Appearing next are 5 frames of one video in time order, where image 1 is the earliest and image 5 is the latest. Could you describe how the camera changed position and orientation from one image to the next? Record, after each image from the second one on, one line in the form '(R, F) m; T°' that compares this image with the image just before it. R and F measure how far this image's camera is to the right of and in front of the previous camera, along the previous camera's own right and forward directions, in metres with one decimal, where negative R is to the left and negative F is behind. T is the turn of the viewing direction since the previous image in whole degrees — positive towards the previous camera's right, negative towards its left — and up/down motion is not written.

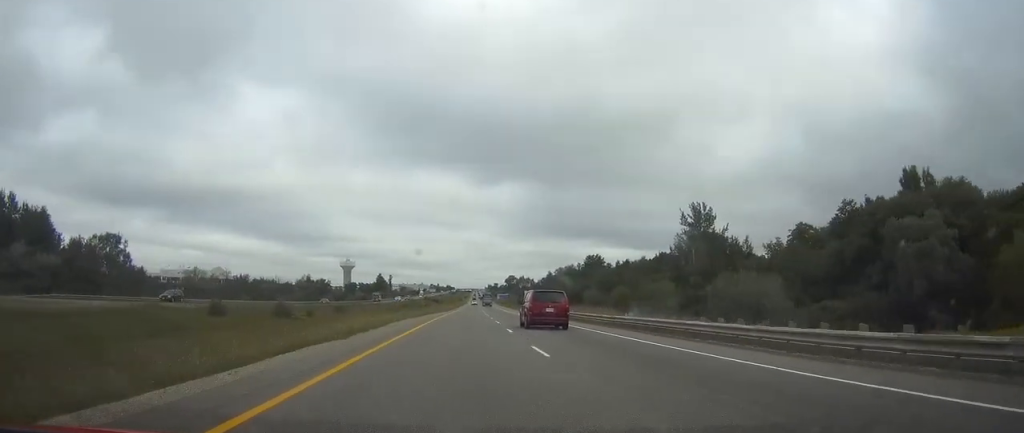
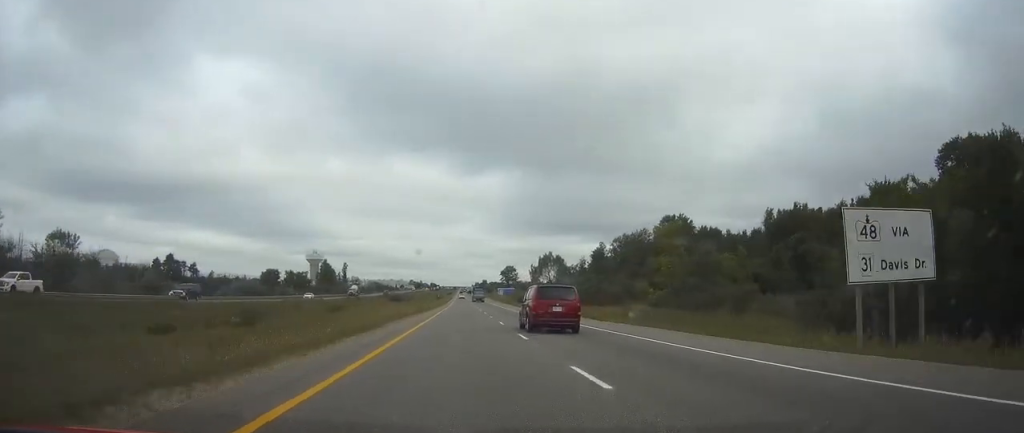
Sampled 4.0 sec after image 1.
(+0.7, +136.7) m; +1°
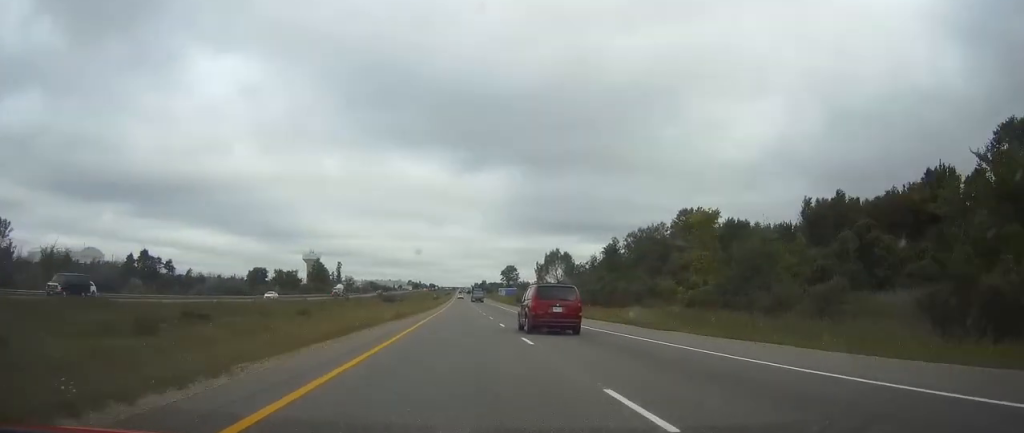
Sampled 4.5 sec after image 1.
(0.0, +14.5) m; 0°
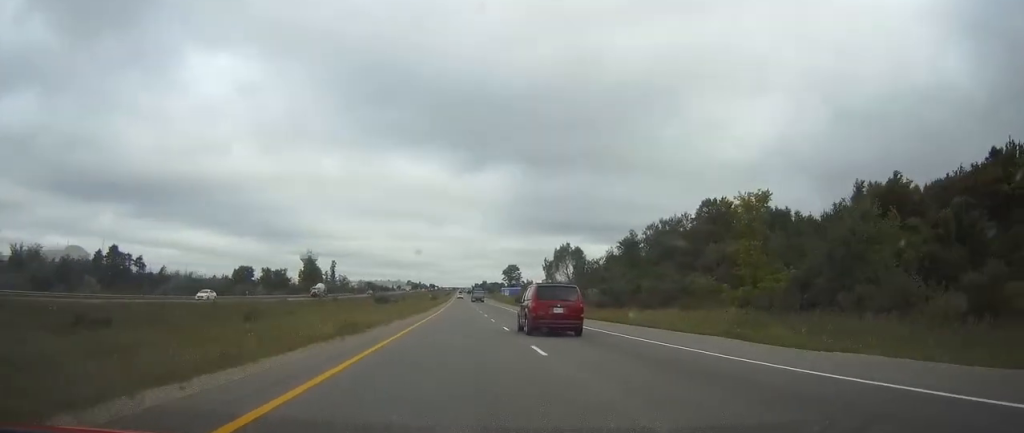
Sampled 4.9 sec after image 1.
(0.0, +15.7) m; 0°
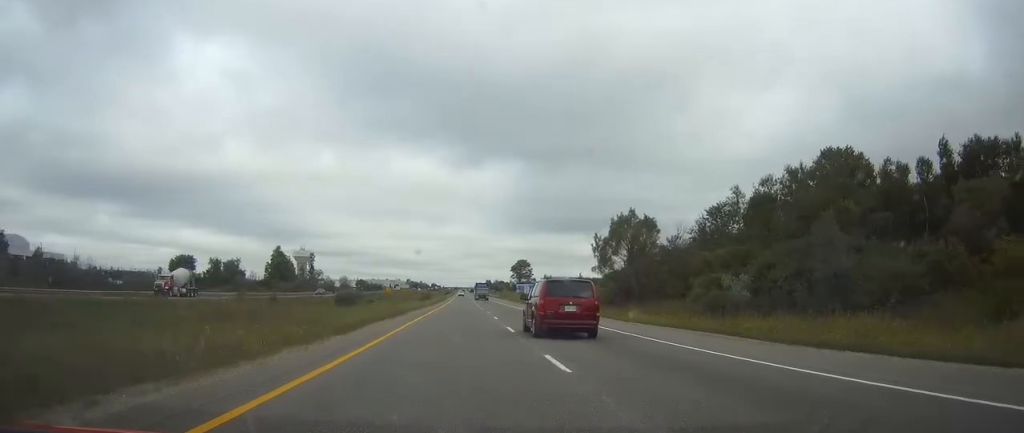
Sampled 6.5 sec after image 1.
(-0.1, +51.2) m; 0°
